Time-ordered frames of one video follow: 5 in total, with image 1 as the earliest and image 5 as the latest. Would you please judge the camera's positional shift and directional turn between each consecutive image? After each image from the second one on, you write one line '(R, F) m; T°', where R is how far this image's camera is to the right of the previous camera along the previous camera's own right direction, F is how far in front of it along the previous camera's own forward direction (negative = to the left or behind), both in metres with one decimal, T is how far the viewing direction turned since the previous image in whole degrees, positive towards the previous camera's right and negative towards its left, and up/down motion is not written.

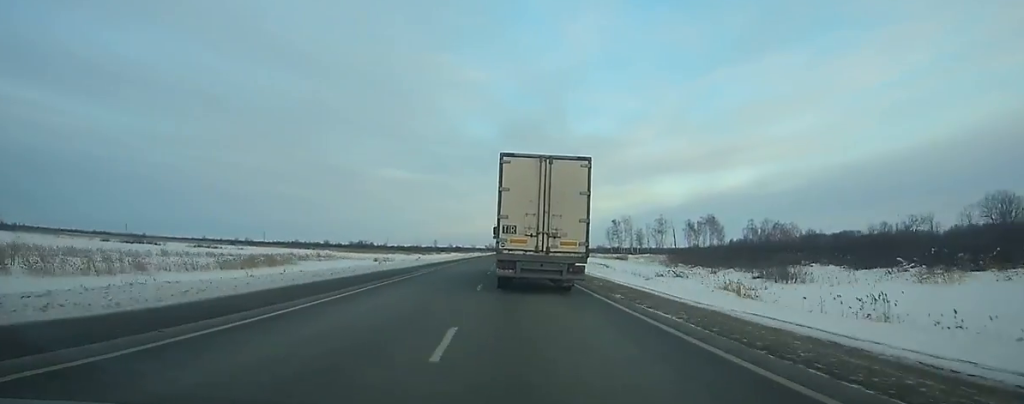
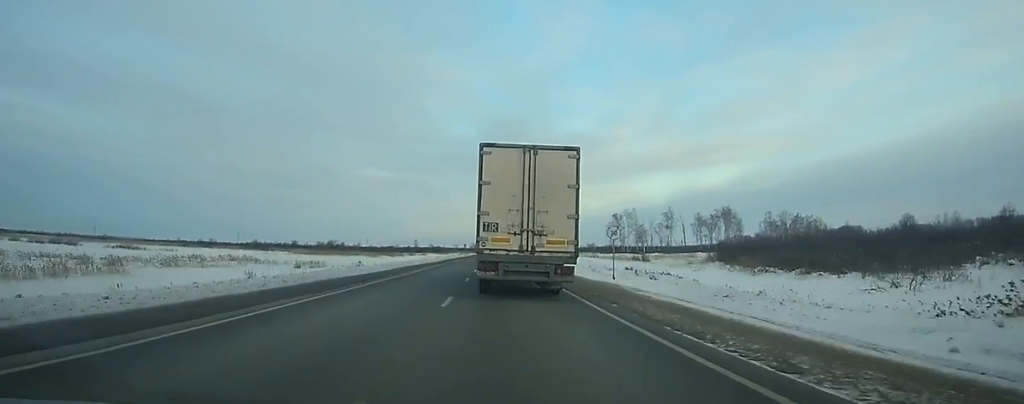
(+0.4, +40.0) m; +1°
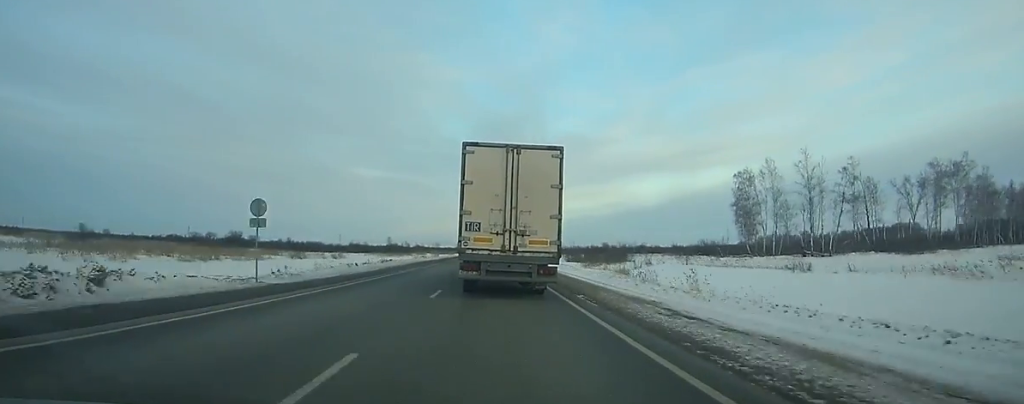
(+1.5, +141.5) m; +1°
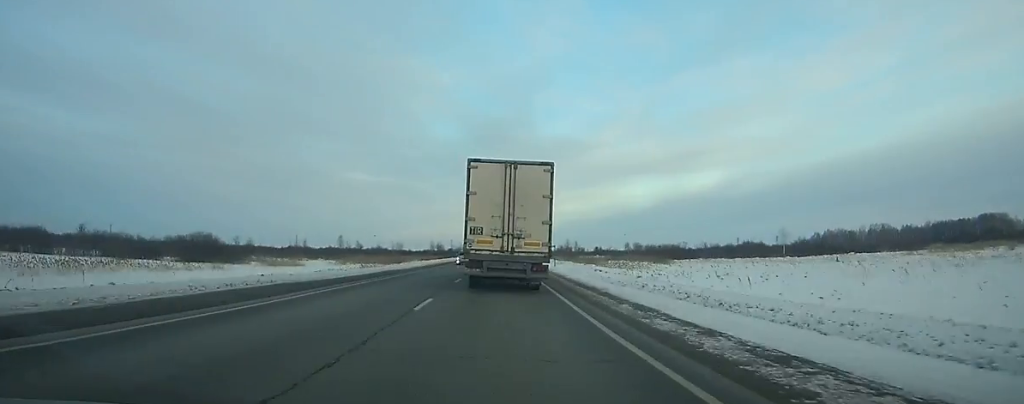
(+1.4, +158.2) m; +1°
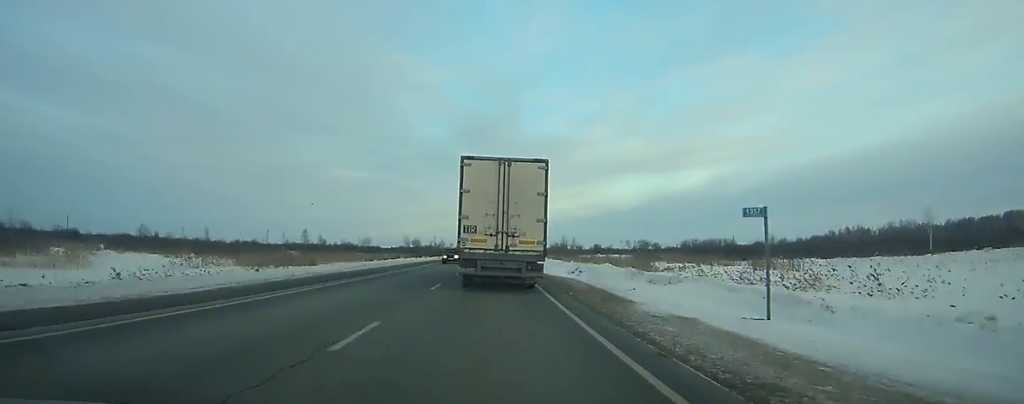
(+0.2, +52.6) m; +1°
